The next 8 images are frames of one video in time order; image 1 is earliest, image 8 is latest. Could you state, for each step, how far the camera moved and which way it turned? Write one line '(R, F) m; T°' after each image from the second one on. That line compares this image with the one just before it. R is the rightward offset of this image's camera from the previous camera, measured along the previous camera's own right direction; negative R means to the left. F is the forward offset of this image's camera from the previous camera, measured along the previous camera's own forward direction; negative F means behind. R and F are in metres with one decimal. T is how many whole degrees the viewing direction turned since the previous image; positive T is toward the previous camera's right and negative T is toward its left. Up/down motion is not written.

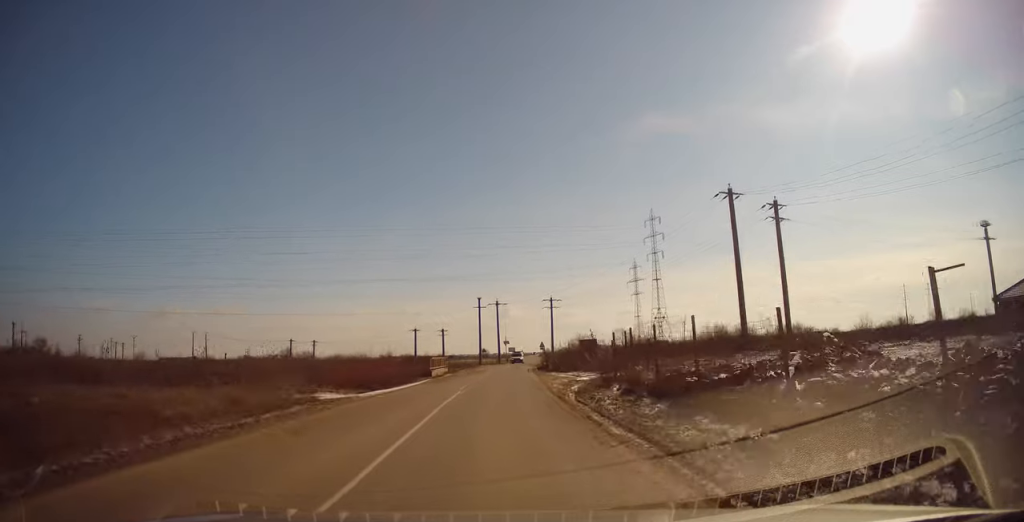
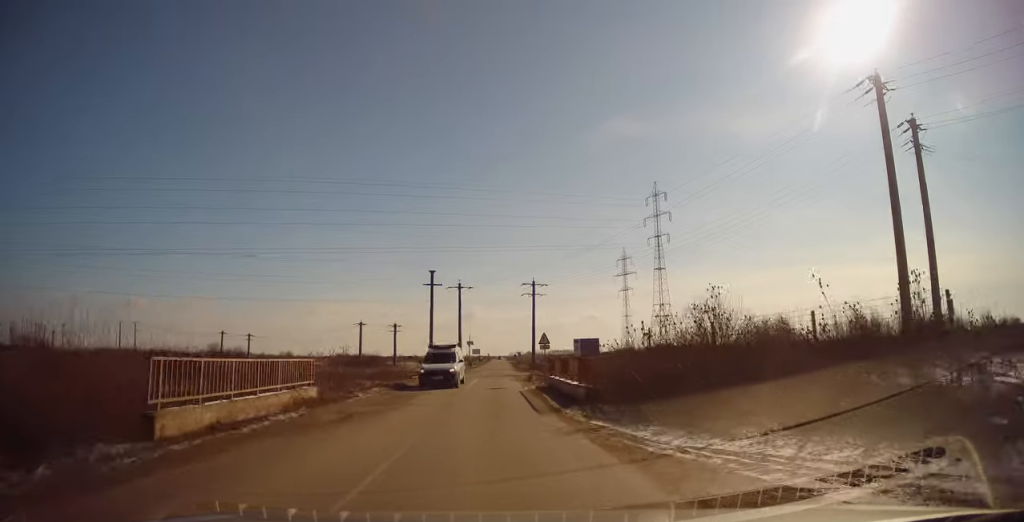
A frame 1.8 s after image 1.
(+0.7, +27.7) m; +3°
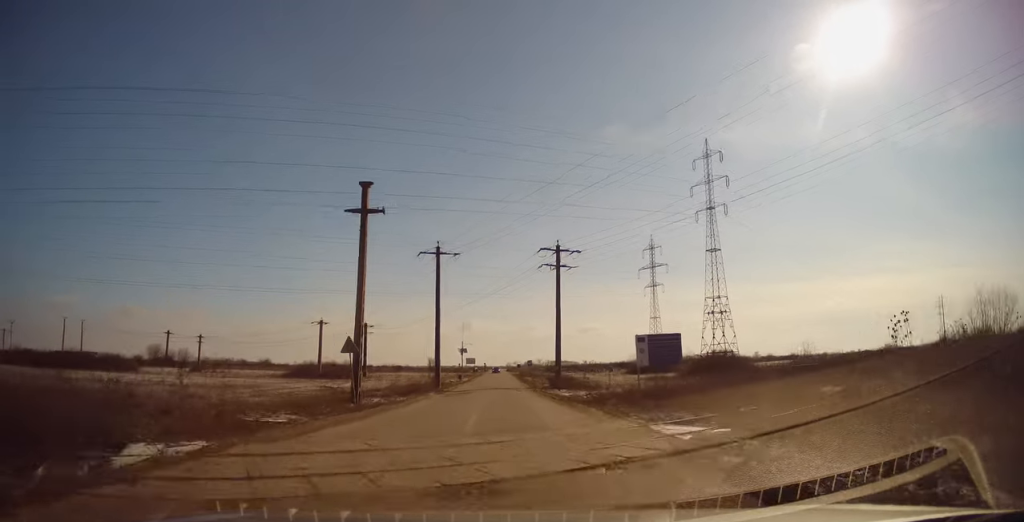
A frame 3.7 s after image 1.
(+0.6, +28.9) m; +1°
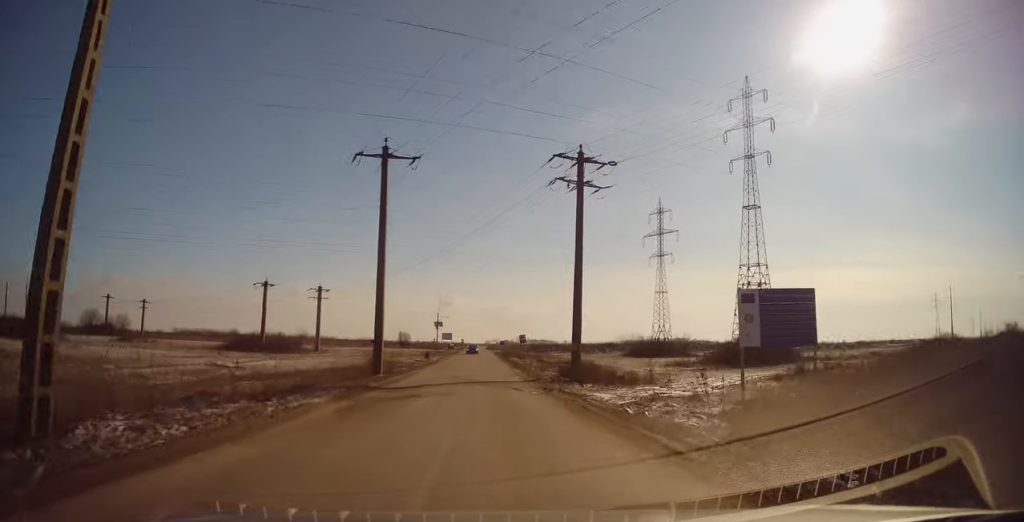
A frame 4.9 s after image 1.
(+0.1, +17.2) m; +1°
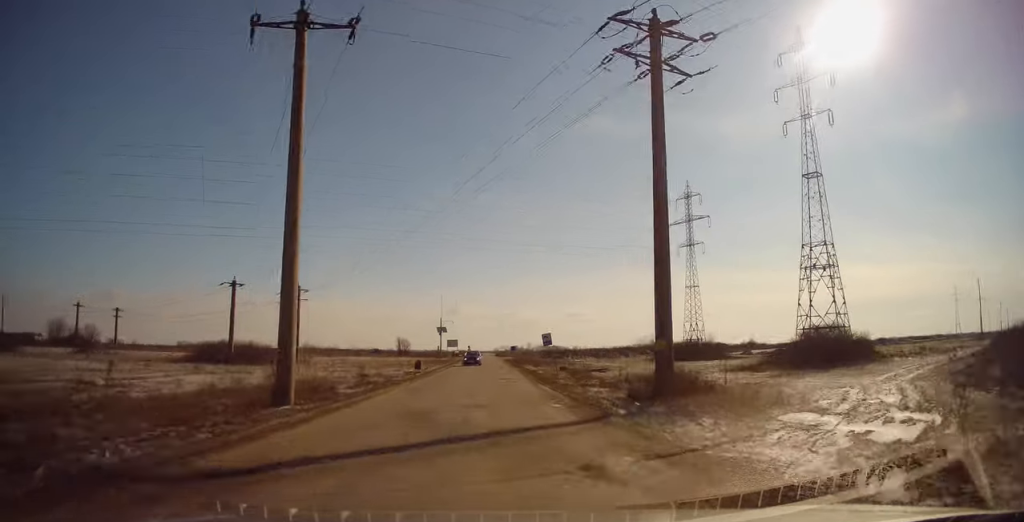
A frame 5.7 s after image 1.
(+0.2, +12.5) m; 0°
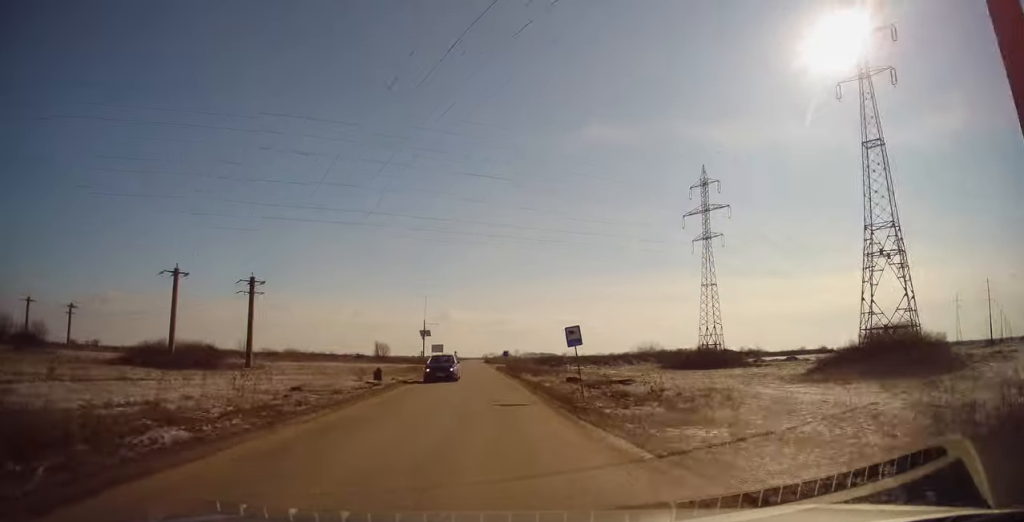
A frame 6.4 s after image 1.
(-0.2, +11.4) m; +1°
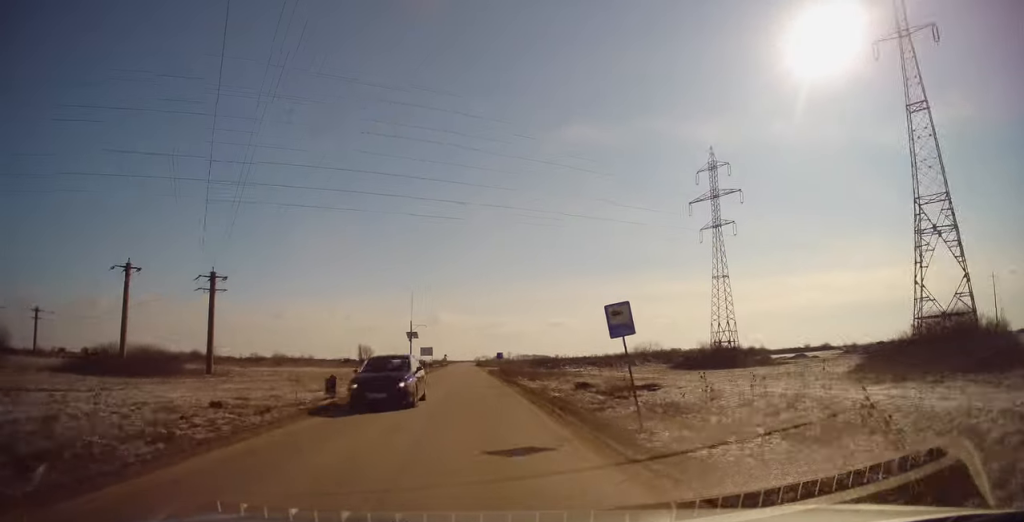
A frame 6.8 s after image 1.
(-0.1, +7.2) m; 0°
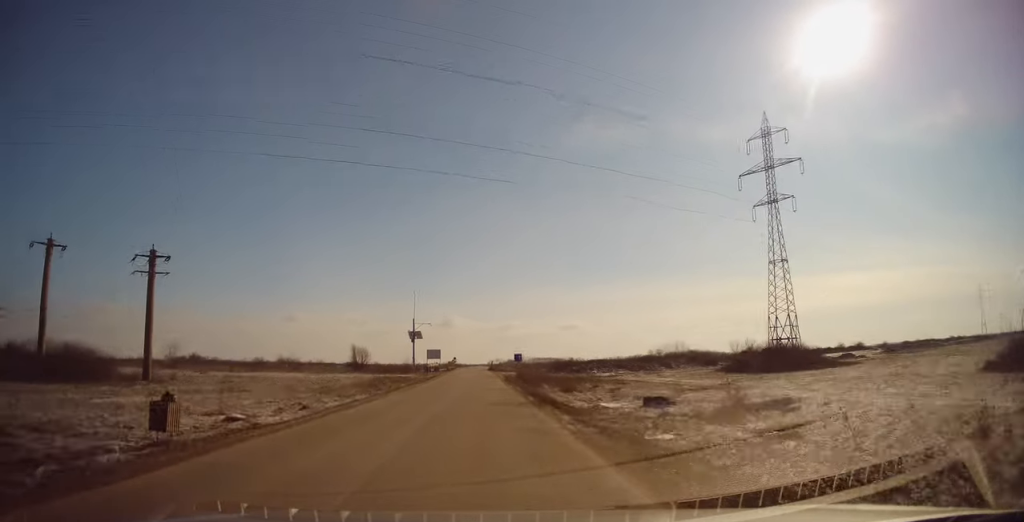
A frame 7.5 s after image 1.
(+0.4, +12.5) m; +1°
